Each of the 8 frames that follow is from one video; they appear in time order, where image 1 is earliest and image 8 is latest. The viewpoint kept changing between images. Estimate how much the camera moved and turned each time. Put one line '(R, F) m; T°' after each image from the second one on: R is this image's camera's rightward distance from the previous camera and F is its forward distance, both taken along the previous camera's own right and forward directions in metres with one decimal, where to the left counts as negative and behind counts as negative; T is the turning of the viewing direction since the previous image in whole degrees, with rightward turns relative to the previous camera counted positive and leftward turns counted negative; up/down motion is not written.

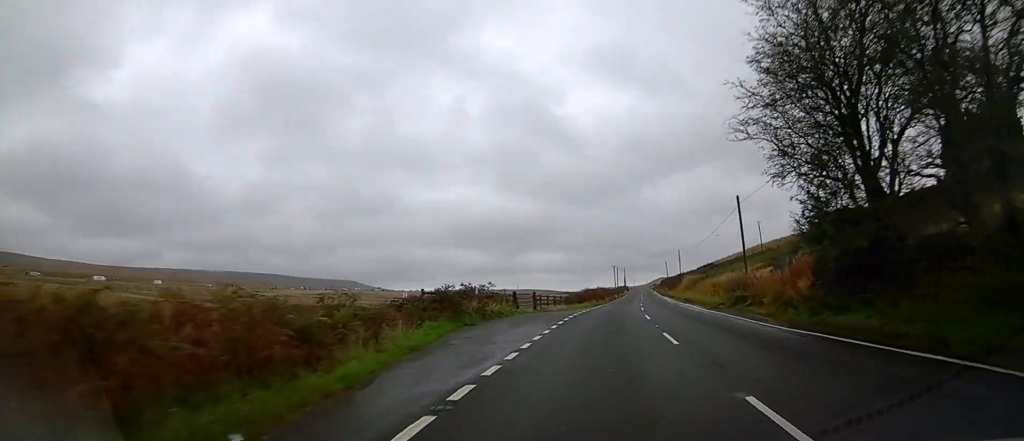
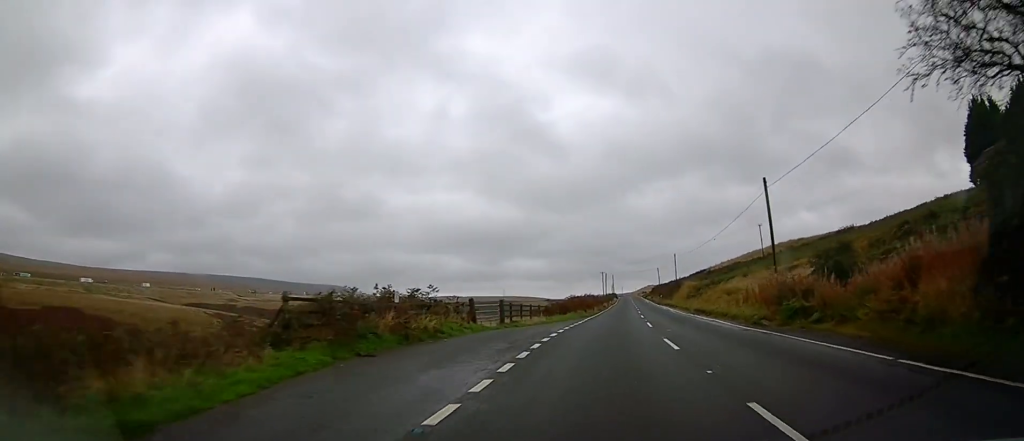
(+0.2, +8.6) m; +1°
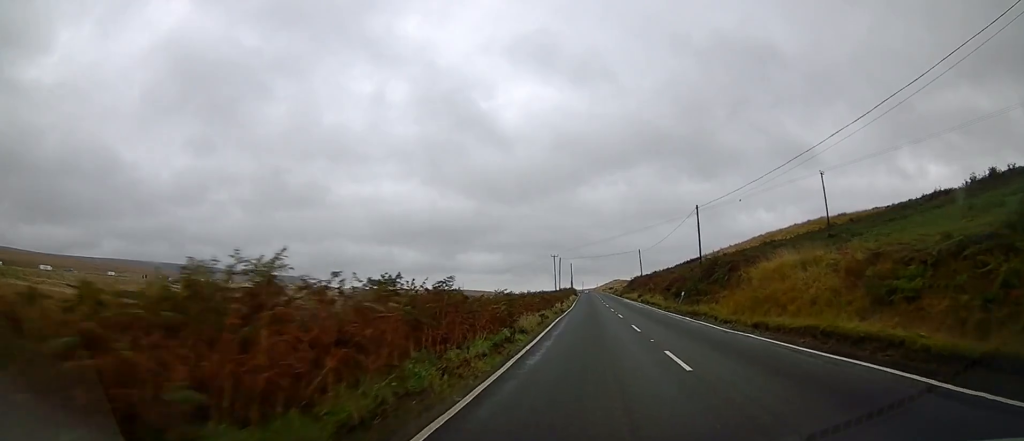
(+1.3, +46.5) m; +3°
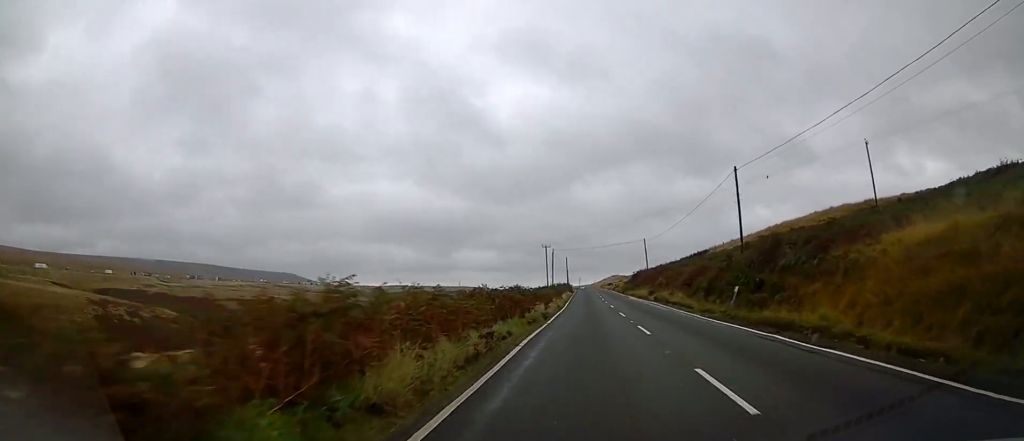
(0.0, +11.8) m; 0°
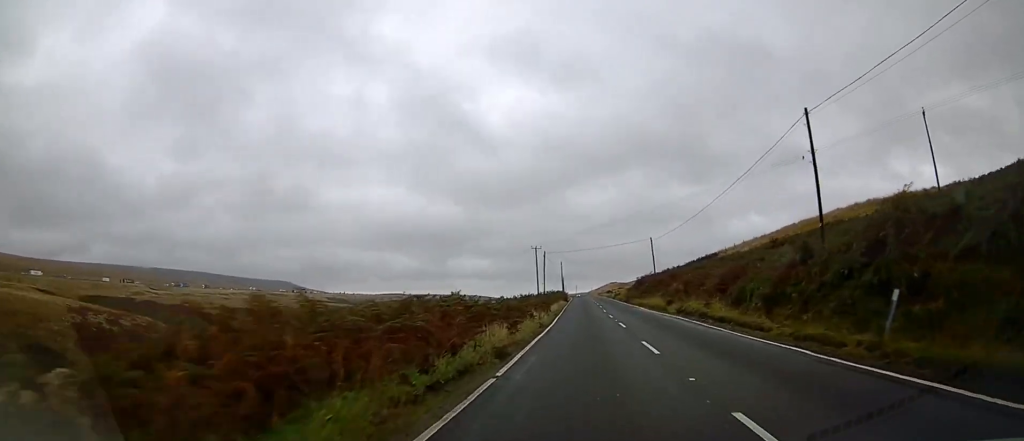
(0.0, +10.9) m; 0°
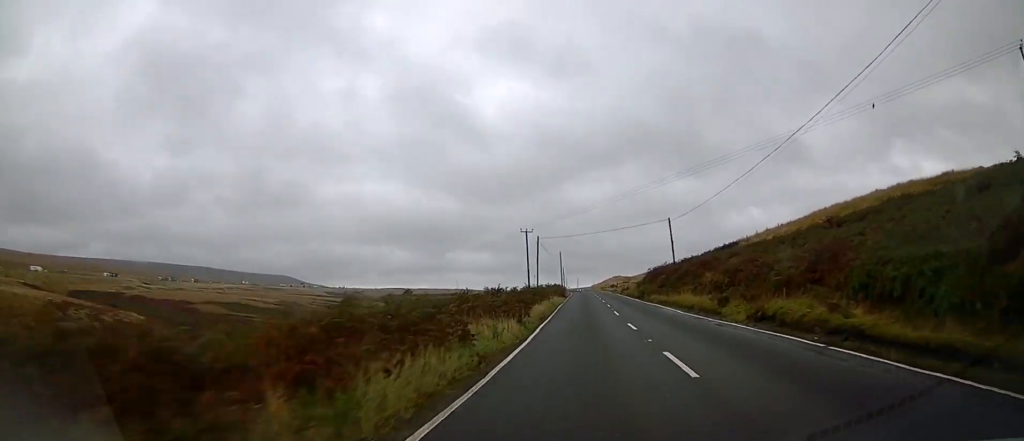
(0.0, +12.7) m; +1°
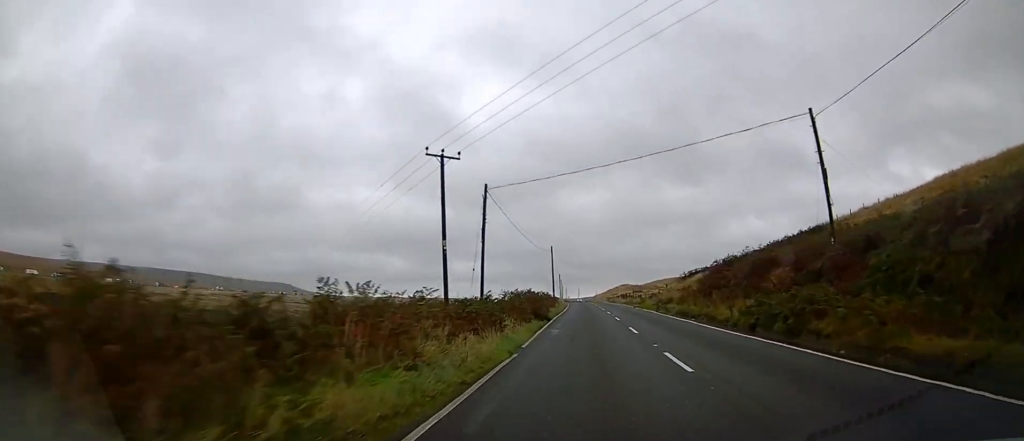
(+0.2, +33.8) m; -1°
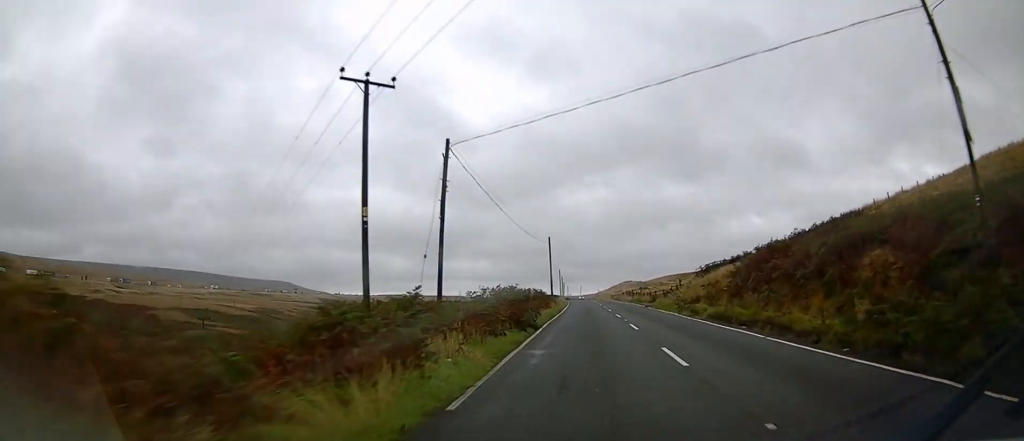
(0.0, +8.1) m; 0°
